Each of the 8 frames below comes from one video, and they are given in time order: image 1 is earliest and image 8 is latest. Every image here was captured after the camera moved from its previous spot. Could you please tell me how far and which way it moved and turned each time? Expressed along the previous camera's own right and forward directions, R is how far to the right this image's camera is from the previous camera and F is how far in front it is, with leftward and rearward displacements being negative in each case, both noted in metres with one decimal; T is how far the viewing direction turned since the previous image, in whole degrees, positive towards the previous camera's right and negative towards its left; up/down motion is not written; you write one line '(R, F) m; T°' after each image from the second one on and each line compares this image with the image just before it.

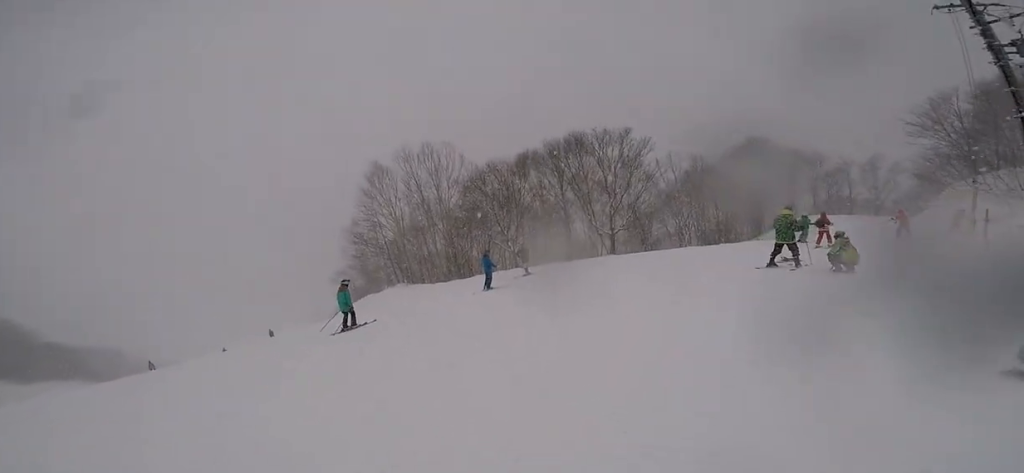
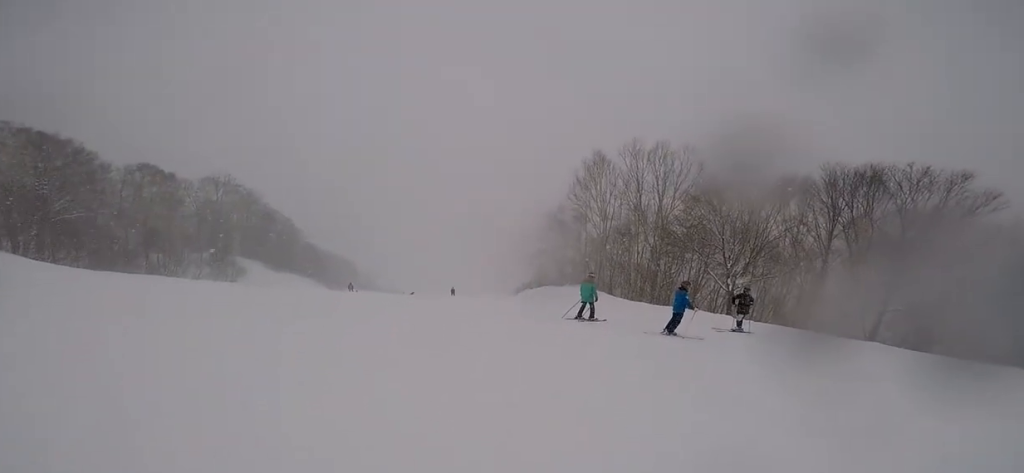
(+0.1, +4.1) m; -10°
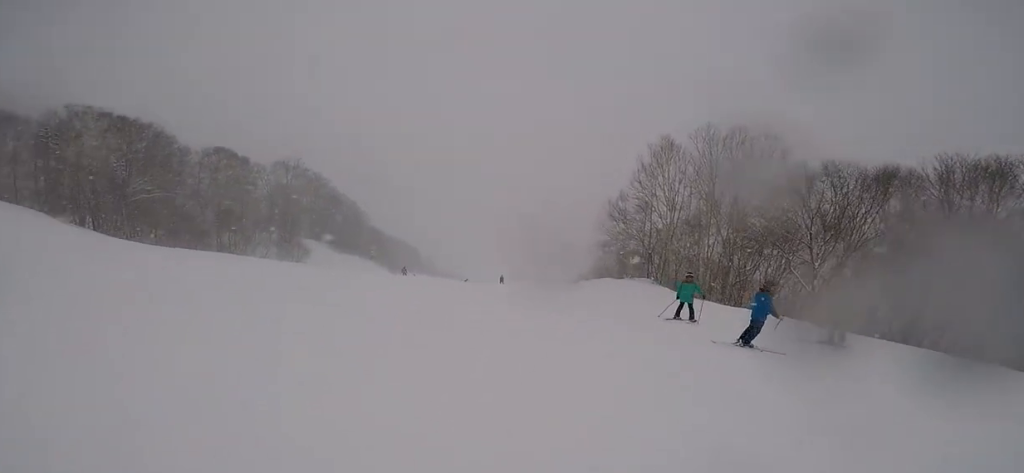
(+0.4, +1.8) m; -11°
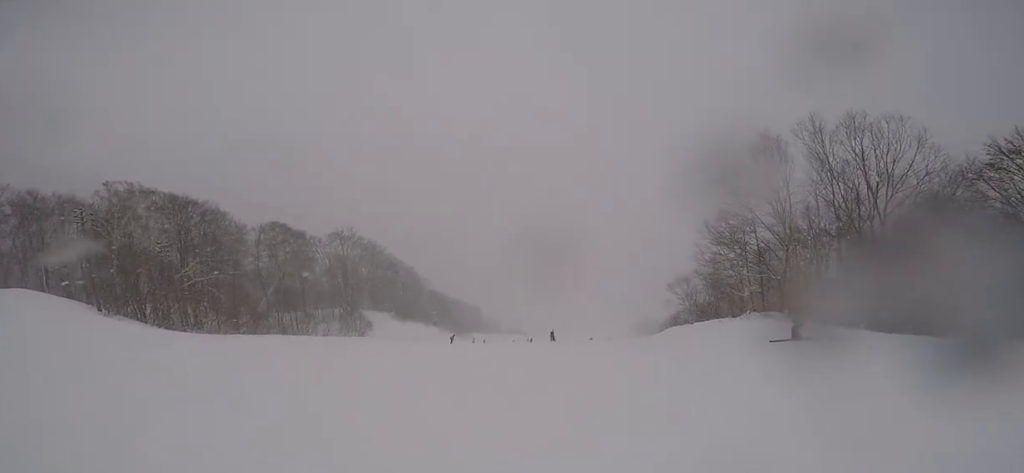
(-2.2, +6.5) m; -4°
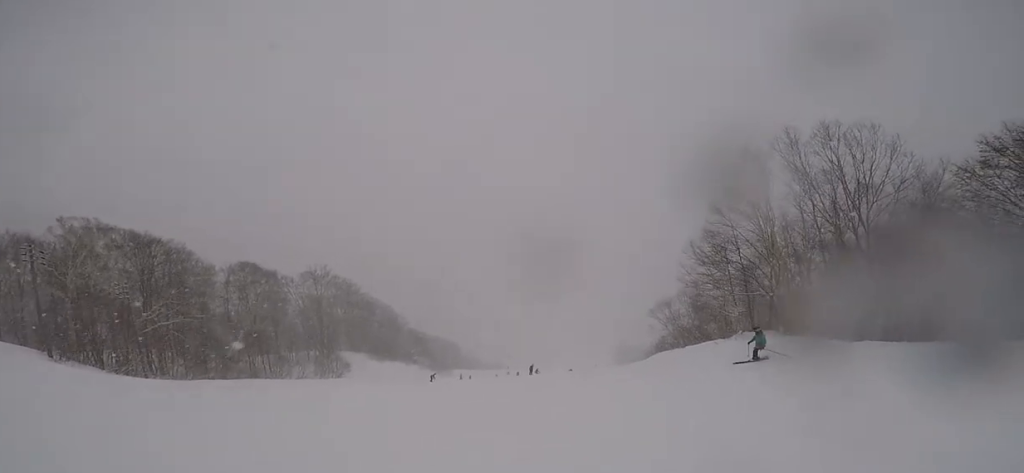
(+0.2, +1.7) m; +7°
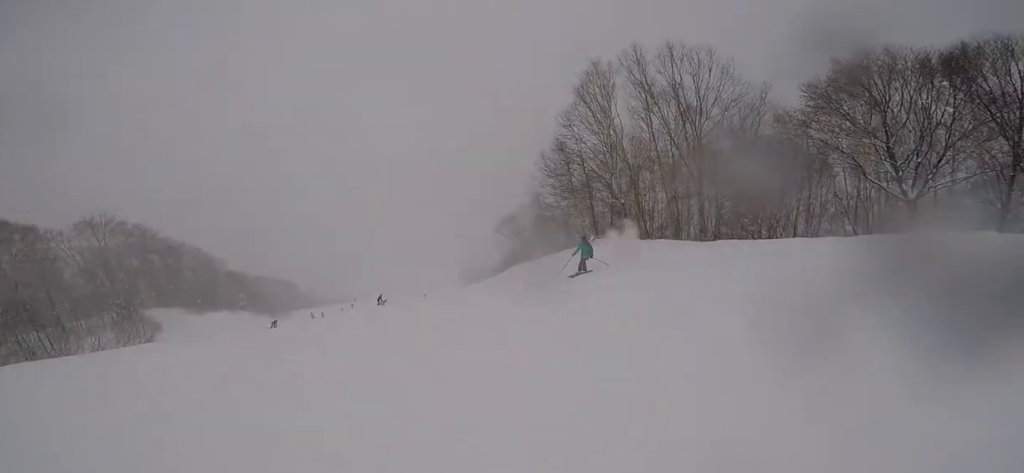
(+0.2, +2.7) m; +14°
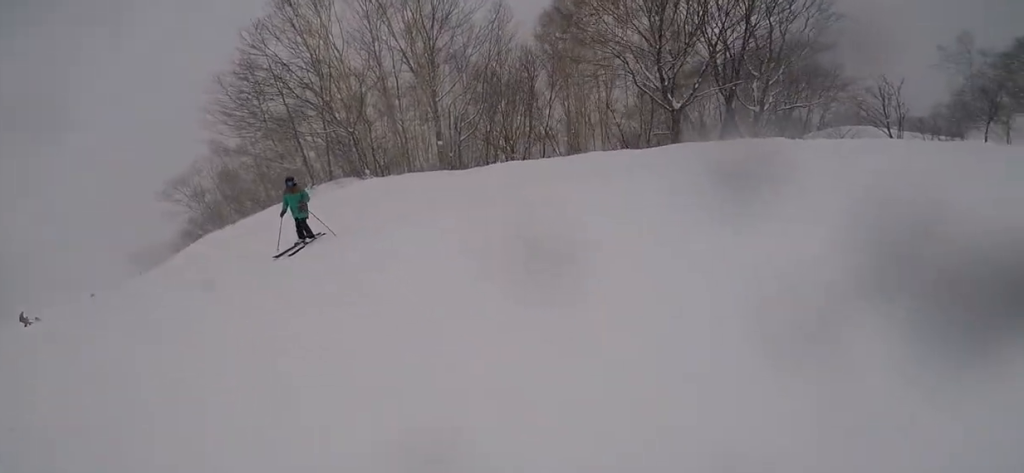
(+2.0, +5.1) m; +35°
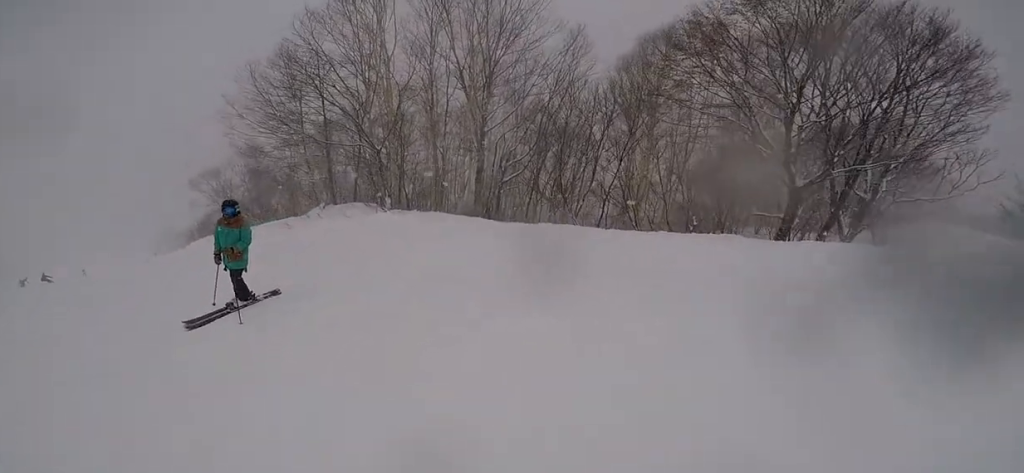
(+0.3, +3.9) m; -11°
